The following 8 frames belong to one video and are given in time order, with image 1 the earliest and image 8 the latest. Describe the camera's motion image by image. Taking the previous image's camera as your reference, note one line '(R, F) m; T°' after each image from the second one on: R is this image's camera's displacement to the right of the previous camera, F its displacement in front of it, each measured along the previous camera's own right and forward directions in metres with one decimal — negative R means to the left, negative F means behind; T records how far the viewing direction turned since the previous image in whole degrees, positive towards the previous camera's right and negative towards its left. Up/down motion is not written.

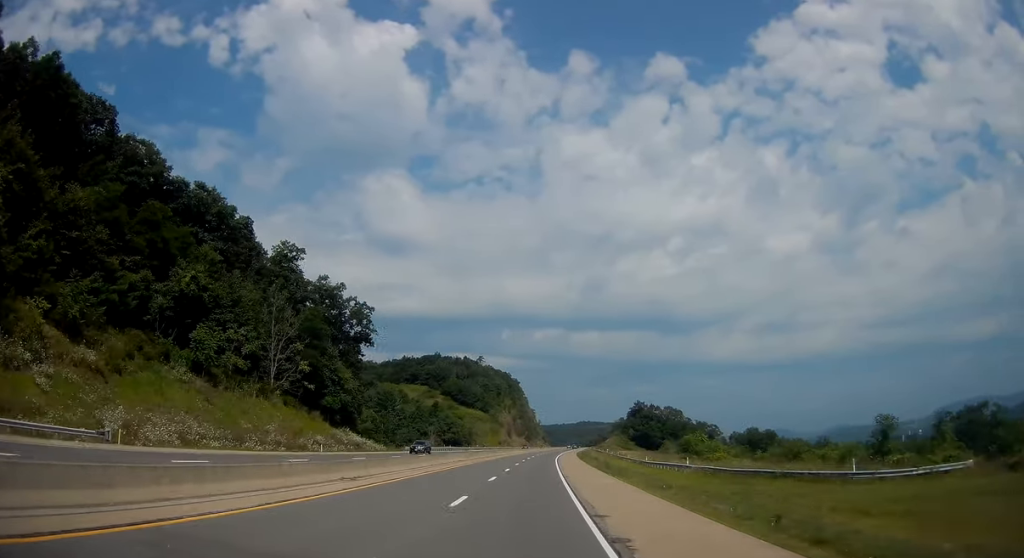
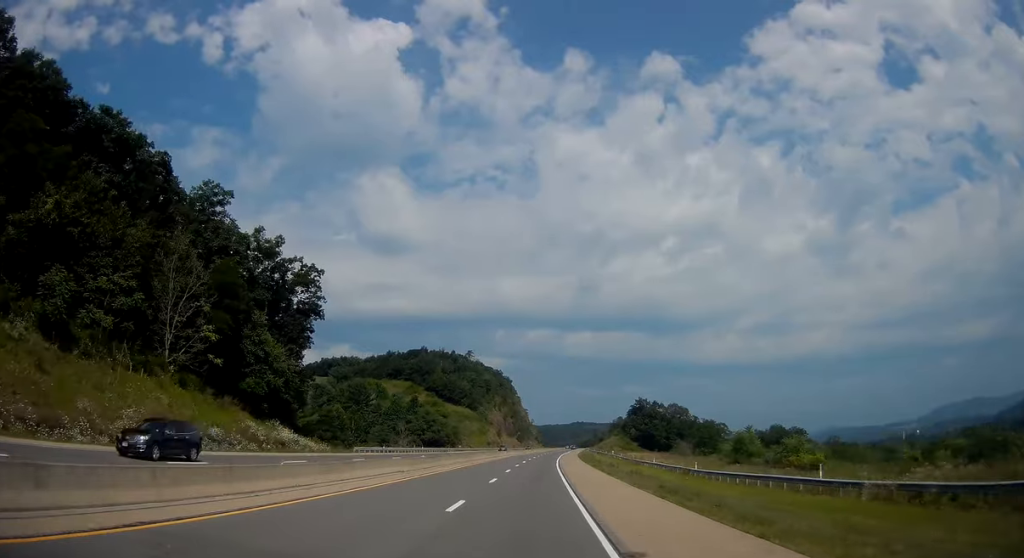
(+0.2, +24.9) m; +1°
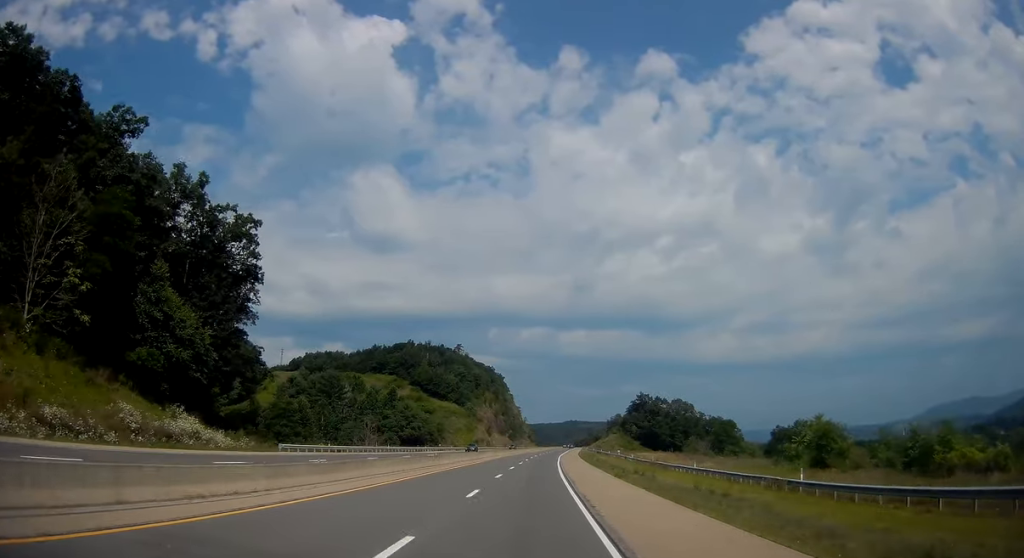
(+0.2, +20.5) m; 0°
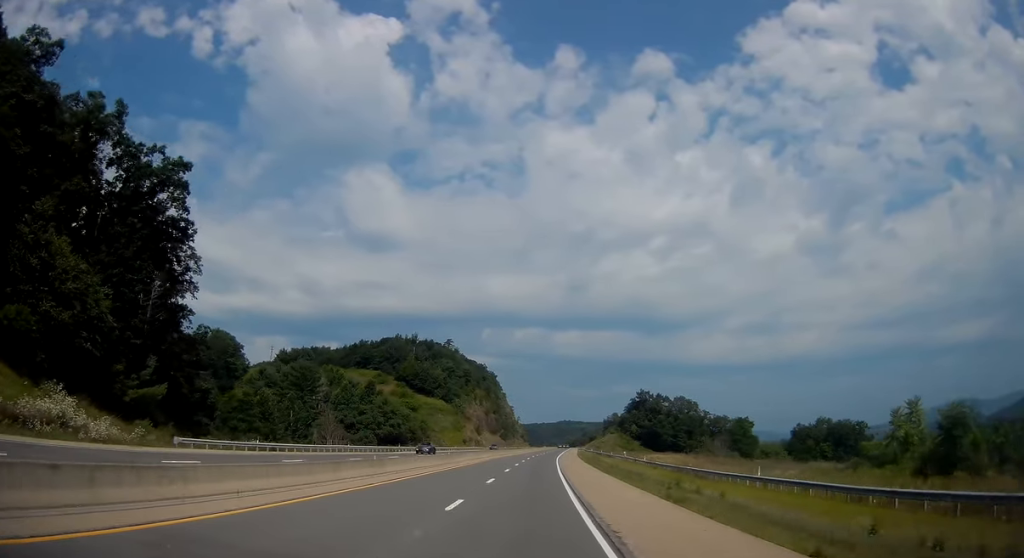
(0.0, +15.0) m; +1°
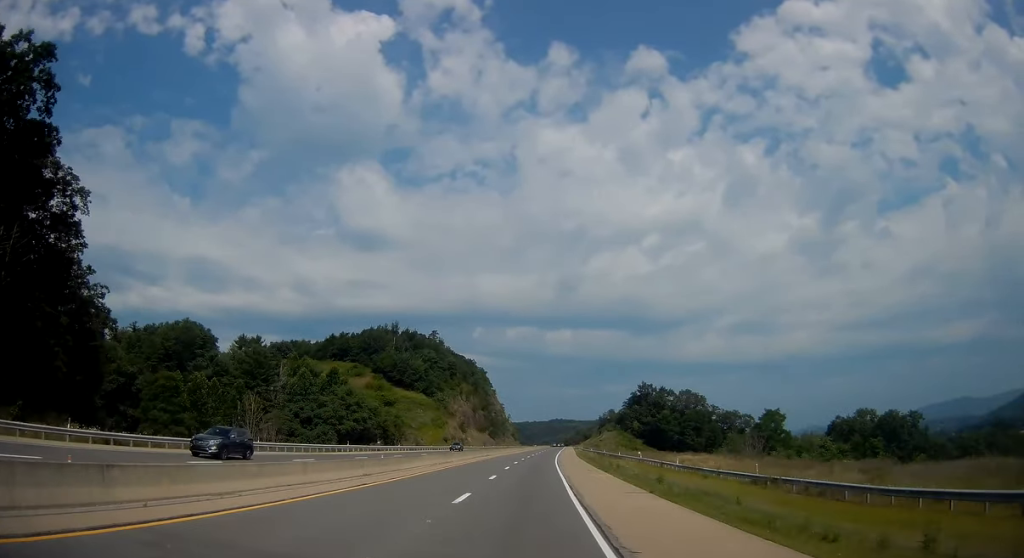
(+0.2, +22.2) m; +1°
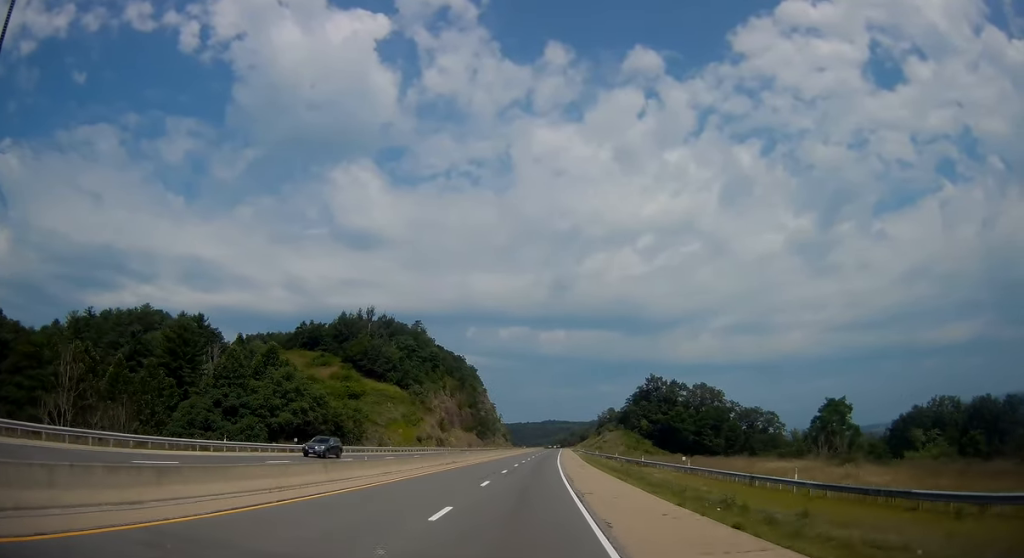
(+0.3, +28.4) m; +1°
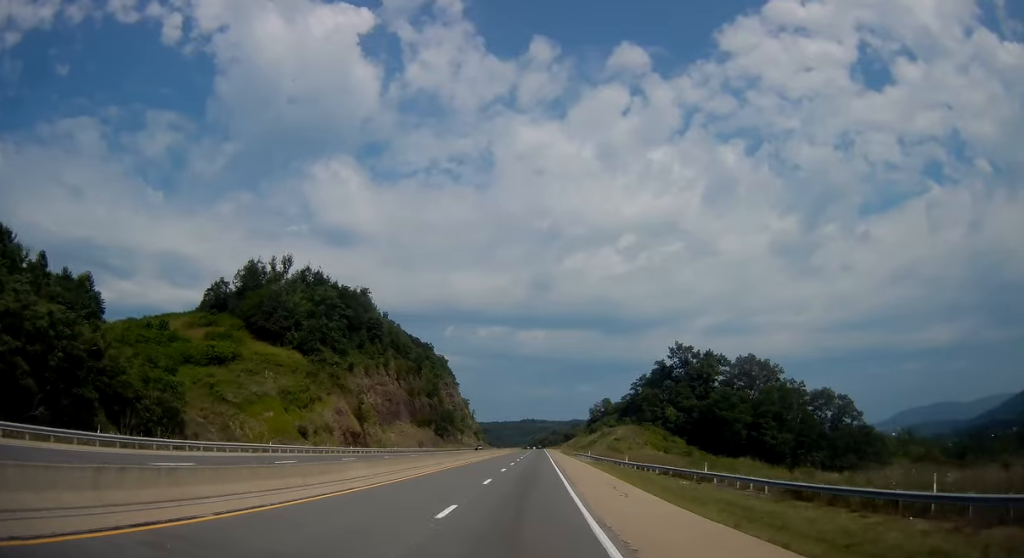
(+1.1, +60.1) m; +2°
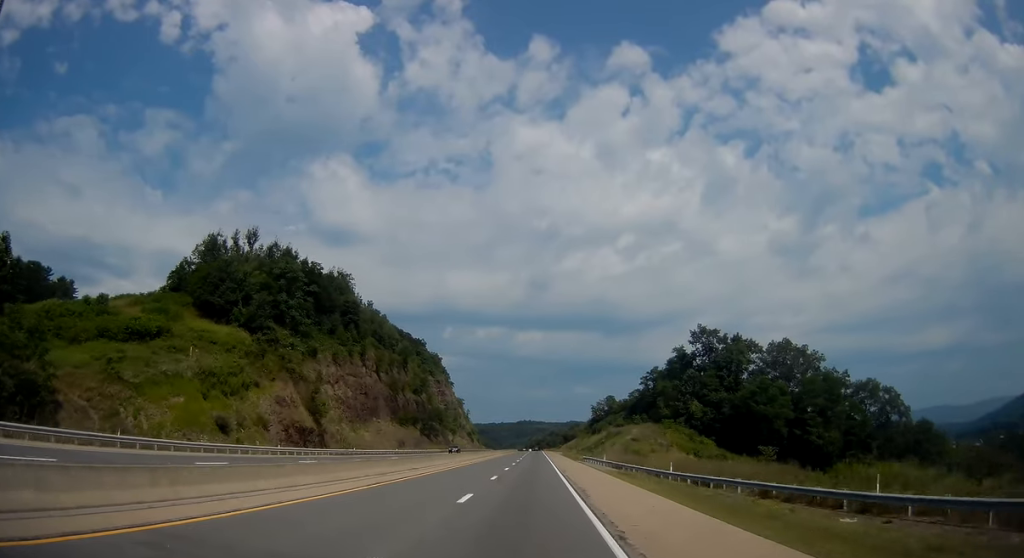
(0.0, +21.0) m; 0°
